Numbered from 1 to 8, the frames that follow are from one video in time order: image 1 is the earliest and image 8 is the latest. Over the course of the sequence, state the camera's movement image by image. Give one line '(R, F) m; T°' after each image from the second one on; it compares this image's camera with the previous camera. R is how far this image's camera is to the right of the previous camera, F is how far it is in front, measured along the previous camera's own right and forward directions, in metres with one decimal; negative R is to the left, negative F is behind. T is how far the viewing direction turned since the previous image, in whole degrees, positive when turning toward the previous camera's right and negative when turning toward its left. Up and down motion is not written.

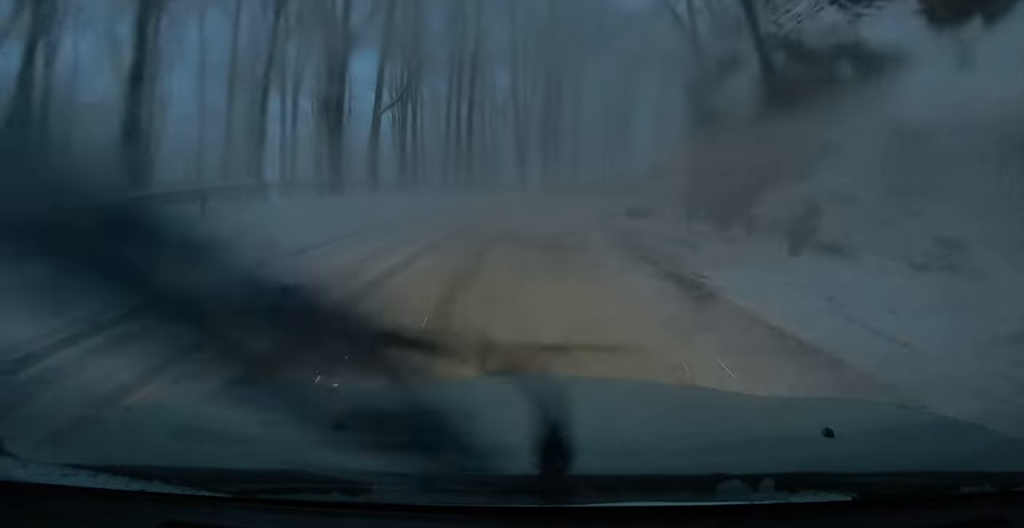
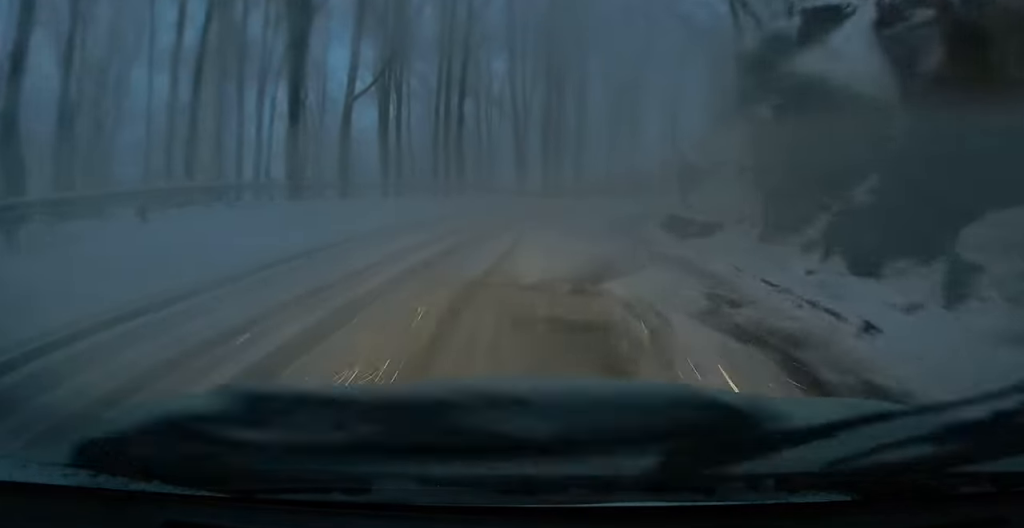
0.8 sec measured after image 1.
(-1.3, +6.6) m; -10°
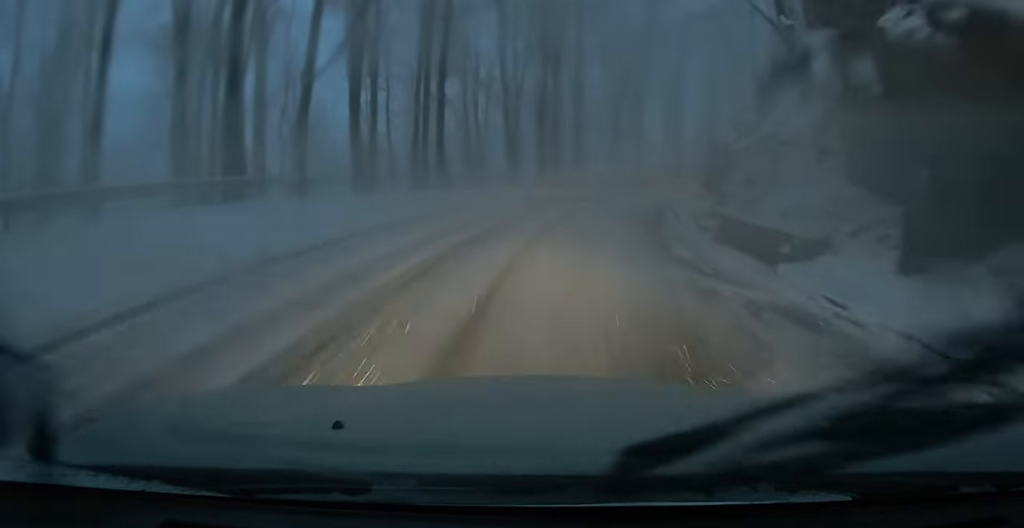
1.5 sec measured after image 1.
(-0.2, +5.7) m; +1°
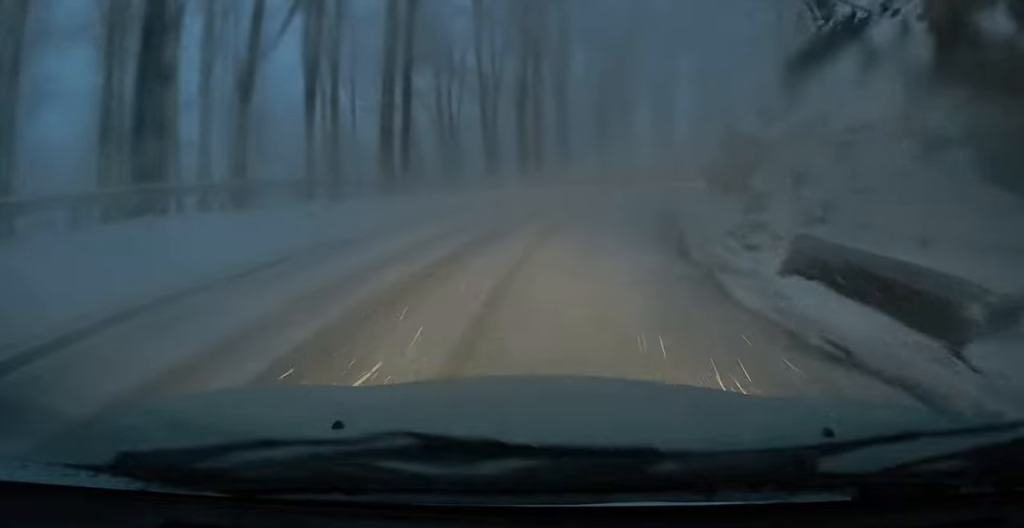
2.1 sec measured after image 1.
(-0.1, +4.7) m; +2°
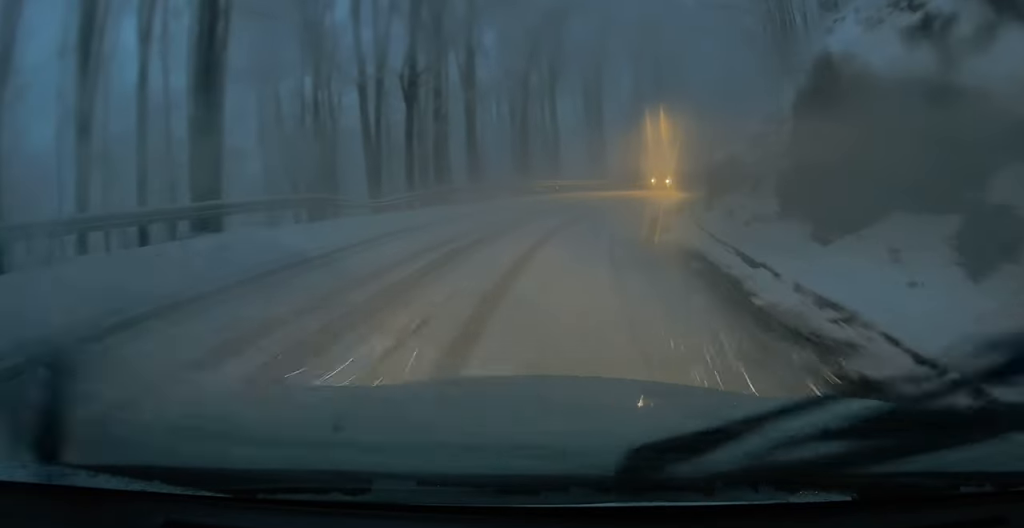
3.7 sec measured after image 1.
(+0.3, +13.4) m; -2°
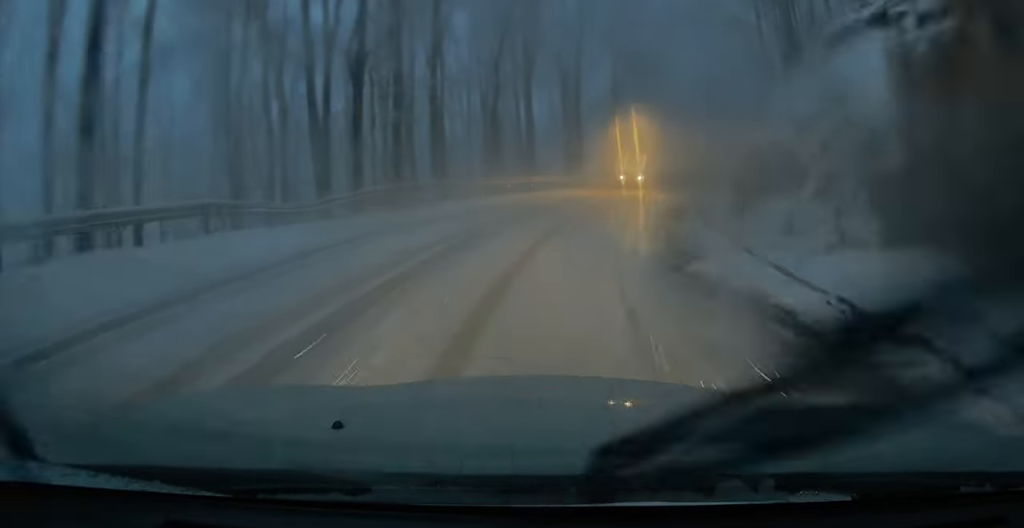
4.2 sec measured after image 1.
(-0.1, +4.9) m; -1°
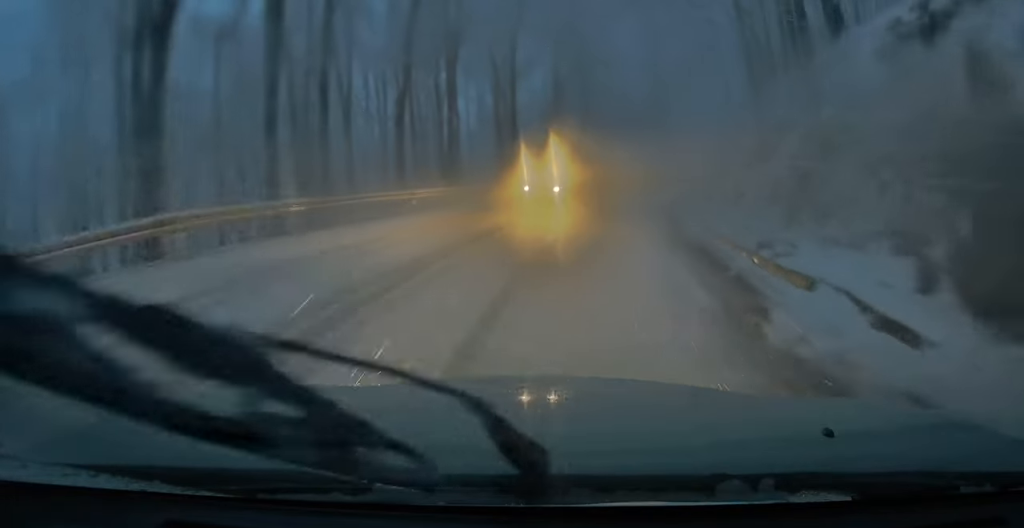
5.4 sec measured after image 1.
(+0.2, +10.3) m; +4°
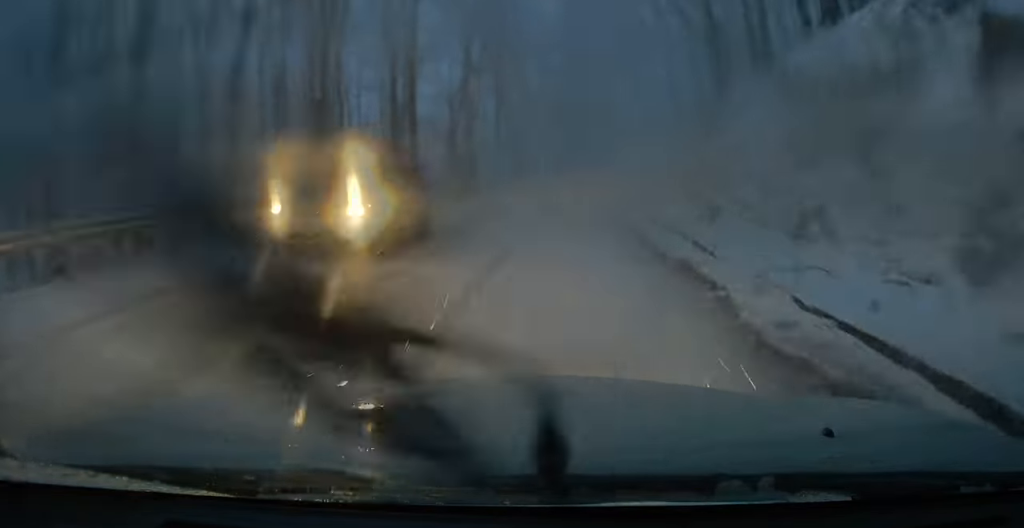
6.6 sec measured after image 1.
(+0.6, +9.9) m; +6°
